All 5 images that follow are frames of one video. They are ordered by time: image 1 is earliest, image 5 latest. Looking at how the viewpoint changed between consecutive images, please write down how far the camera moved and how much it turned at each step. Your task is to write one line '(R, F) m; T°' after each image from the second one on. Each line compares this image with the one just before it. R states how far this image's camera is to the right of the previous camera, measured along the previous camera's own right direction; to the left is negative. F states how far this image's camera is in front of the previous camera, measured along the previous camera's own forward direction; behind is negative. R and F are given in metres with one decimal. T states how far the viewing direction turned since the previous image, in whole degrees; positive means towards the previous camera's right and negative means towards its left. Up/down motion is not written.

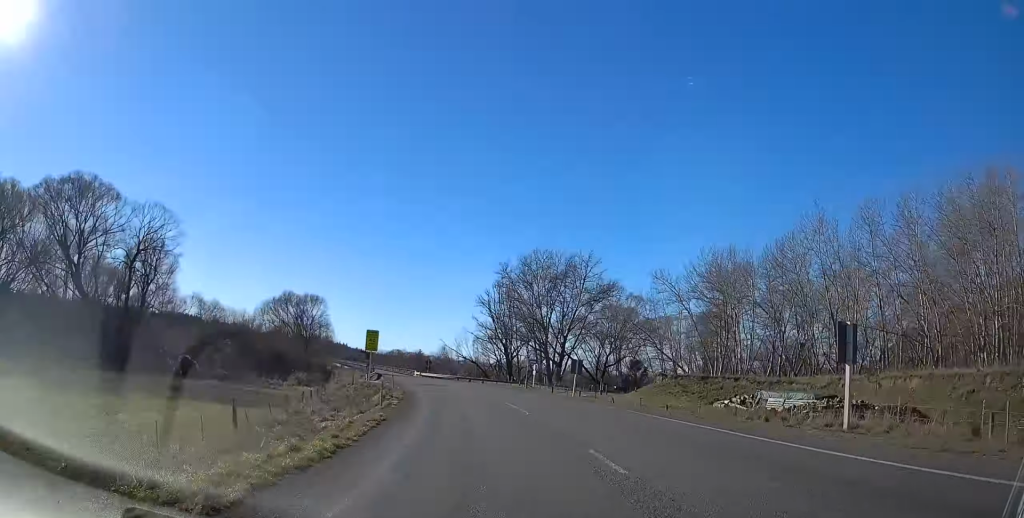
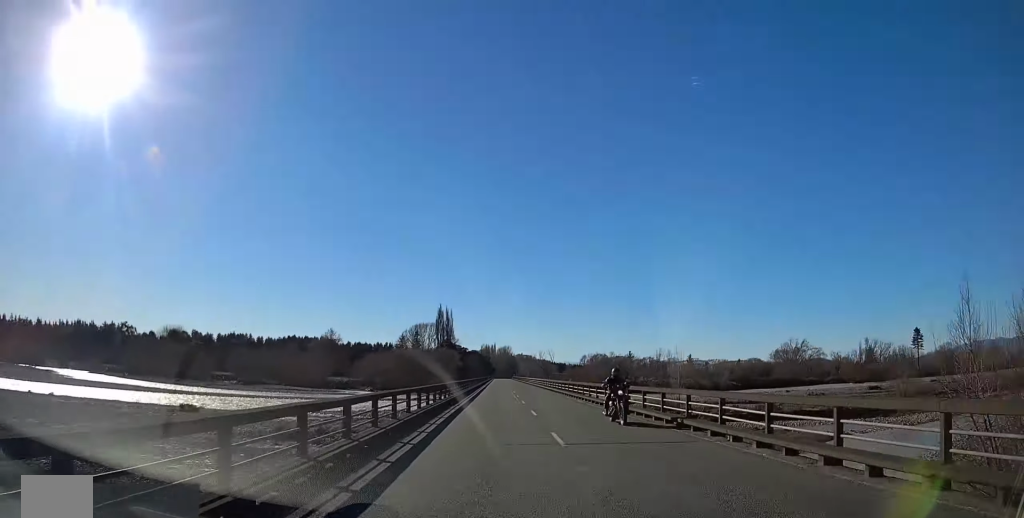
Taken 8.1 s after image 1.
(-42.2, +212.5) m; -13°
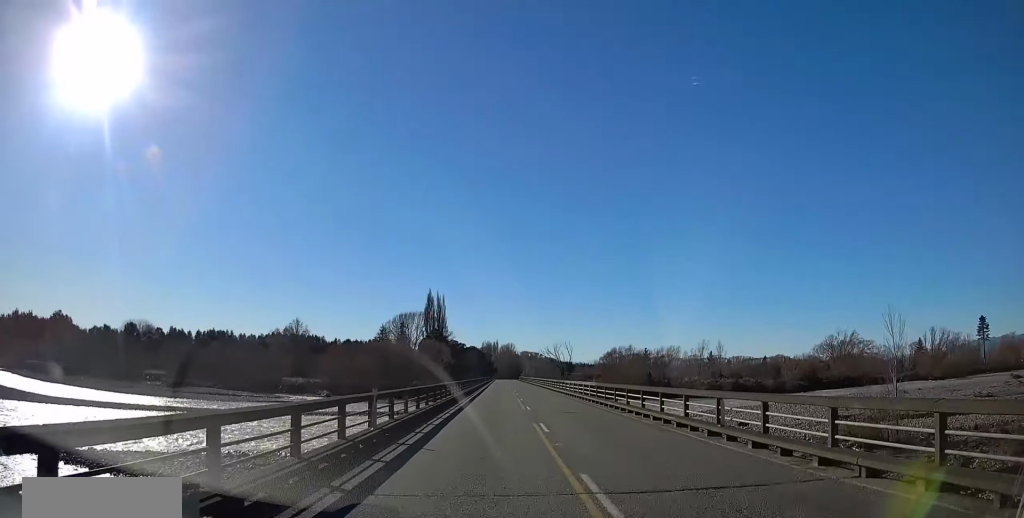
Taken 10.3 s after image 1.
(0.0, +57.1) m; 0°
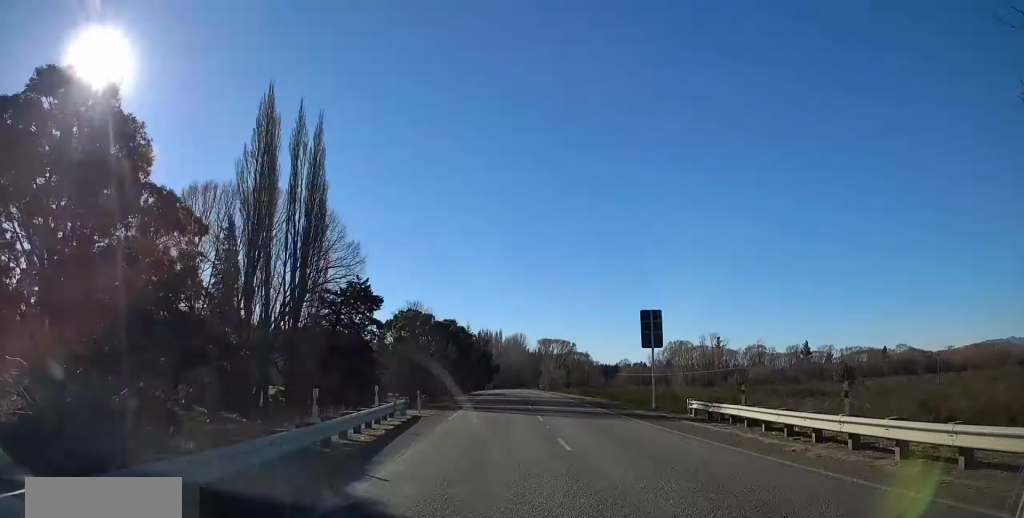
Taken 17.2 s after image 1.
(-1.7, +186.2) m; -1°
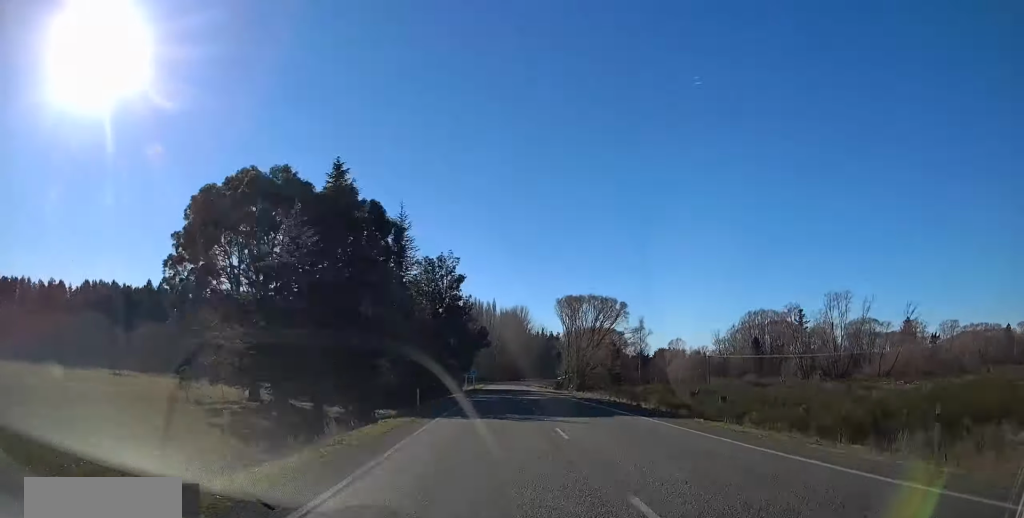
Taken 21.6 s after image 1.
(0.0, +119.0) m; +1°
